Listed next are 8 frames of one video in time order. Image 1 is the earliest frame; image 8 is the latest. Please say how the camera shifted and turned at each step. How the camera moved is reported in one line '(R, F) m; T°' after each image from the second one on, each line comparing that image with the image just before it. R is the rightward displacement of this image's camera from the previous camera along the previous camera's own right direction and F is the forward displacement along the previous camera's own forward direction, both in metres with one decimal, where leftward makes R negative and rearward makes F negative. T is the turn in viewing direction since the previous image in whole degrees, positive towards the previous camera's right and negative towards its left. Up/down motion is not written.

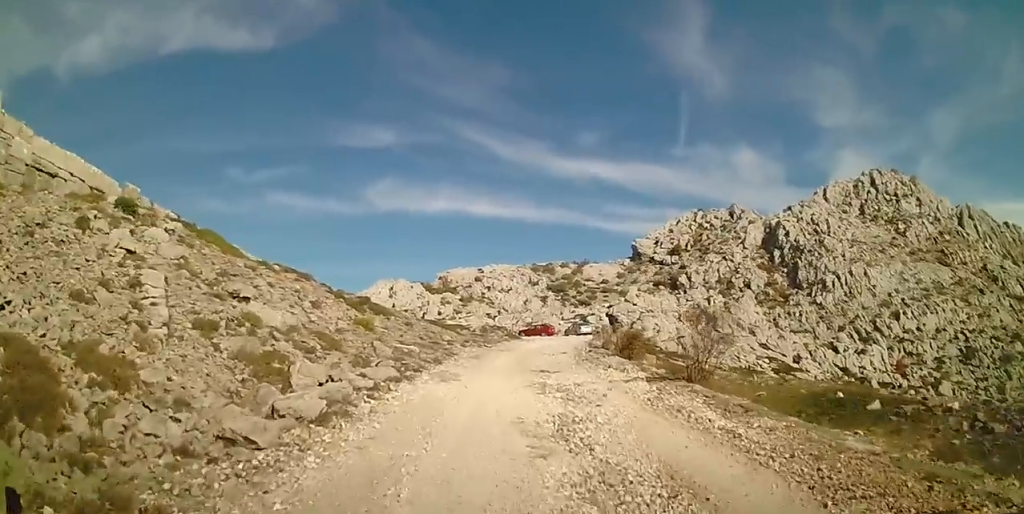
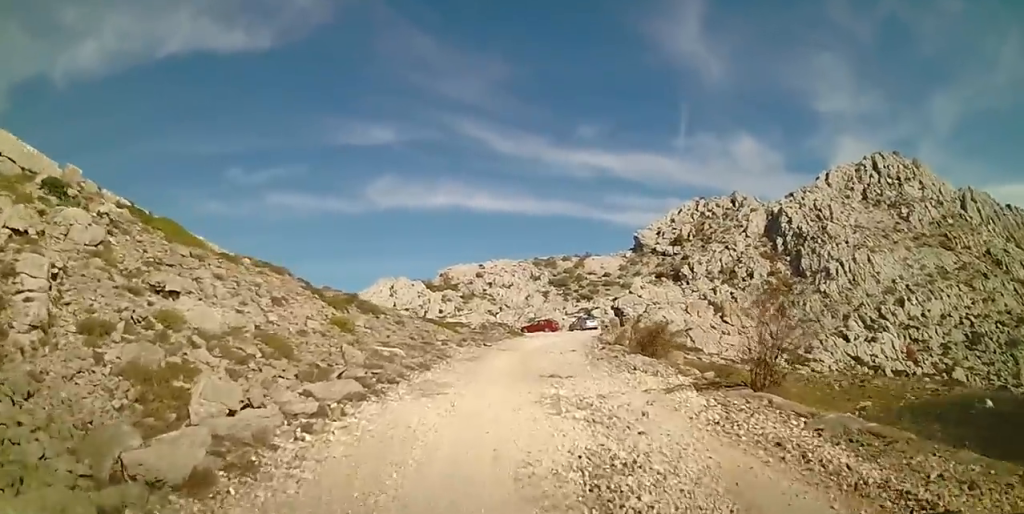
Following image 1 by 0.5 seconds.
(-0.1, +2.7) m; -2°
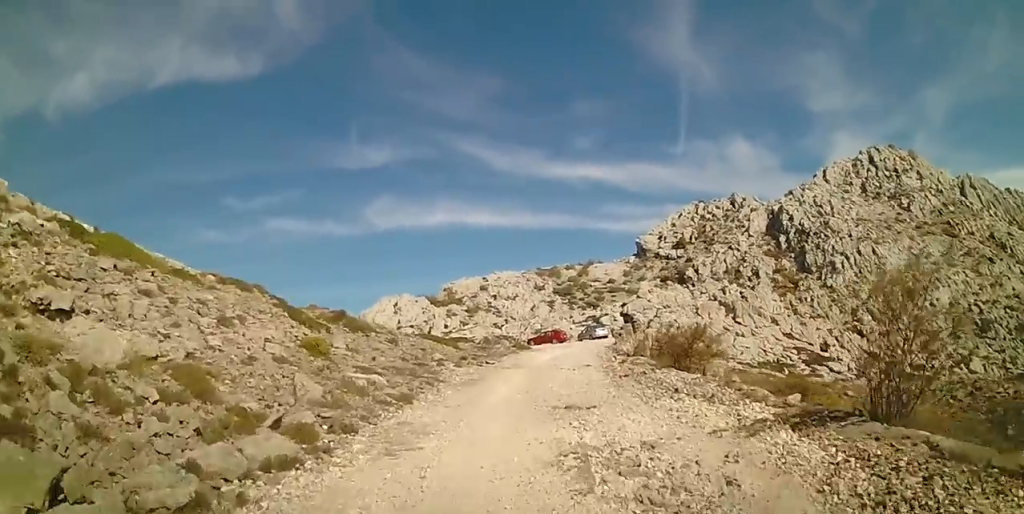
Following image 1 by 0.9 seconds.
(-0.1, +2.7) m; 0°
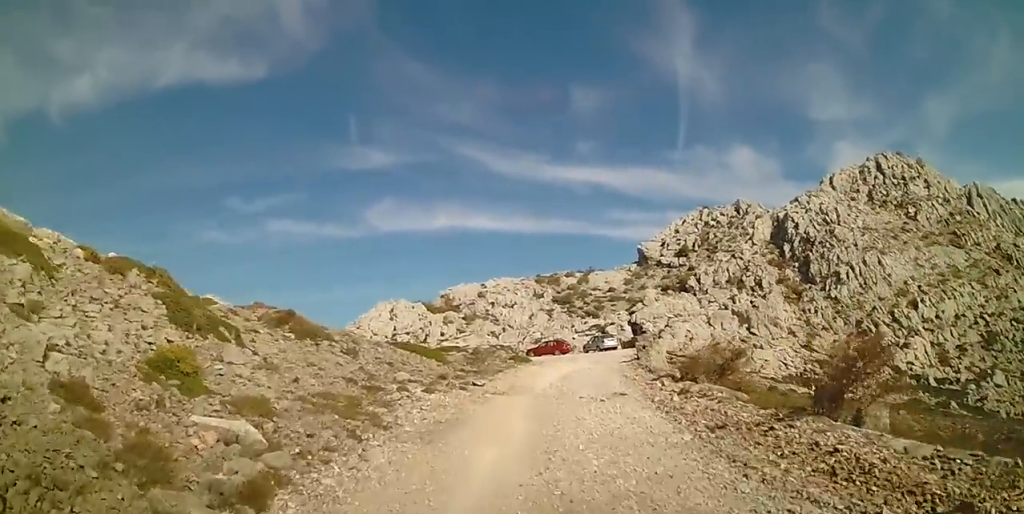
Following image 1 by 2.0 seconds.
(+0.2, +5.9) m; +6°
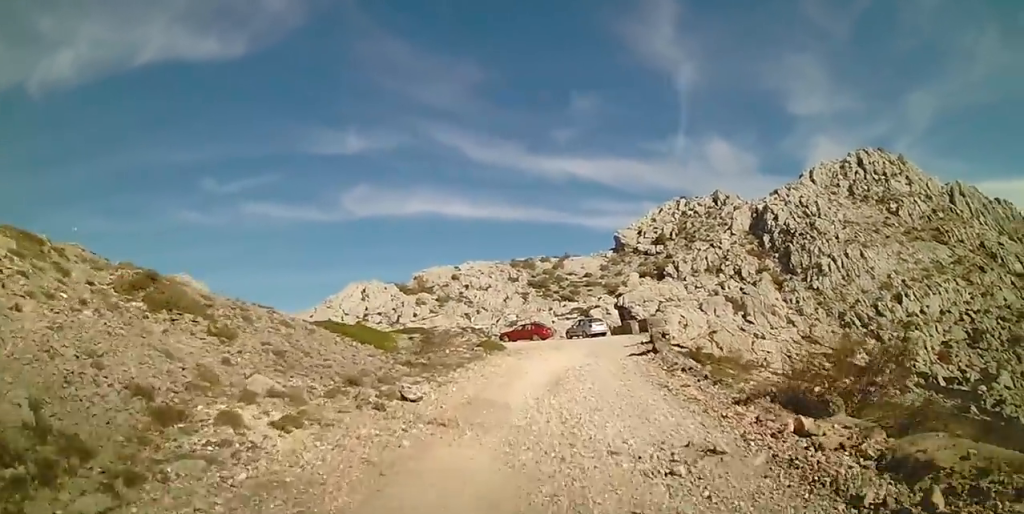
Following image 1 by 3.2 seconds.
(+0.4, +7.0) m; +2°
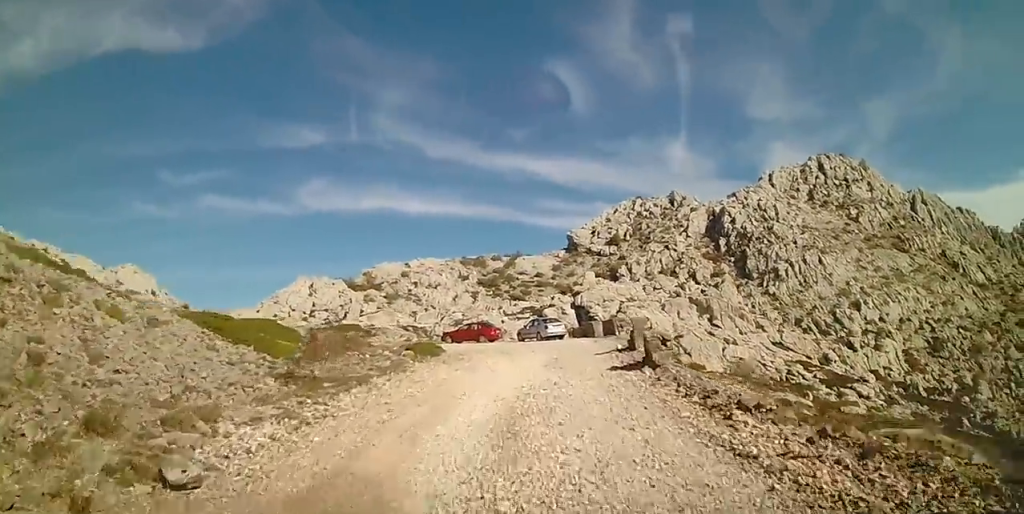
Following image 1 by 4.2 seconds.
(-0.1, +5.5) m; 0°
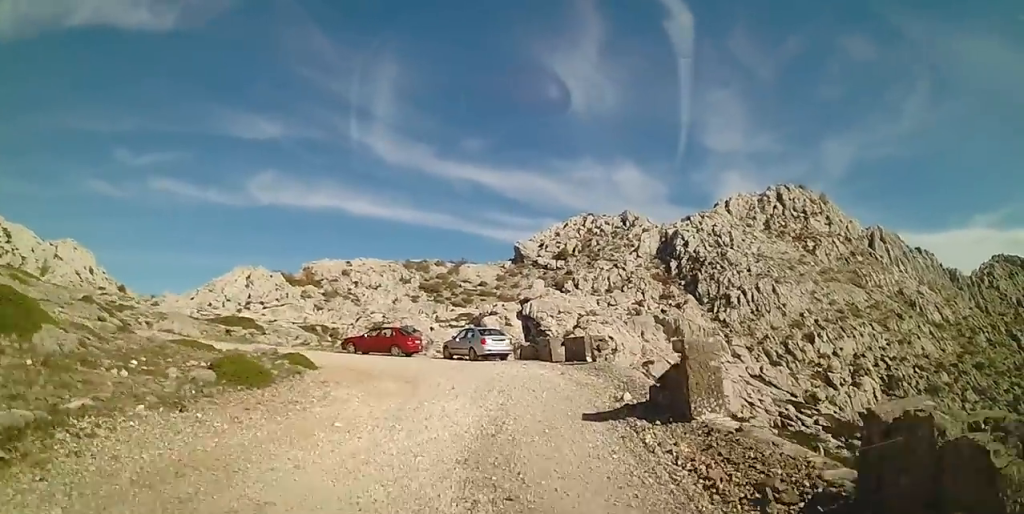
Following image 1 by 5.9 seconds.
(+0.6, +10.2) m; +8°
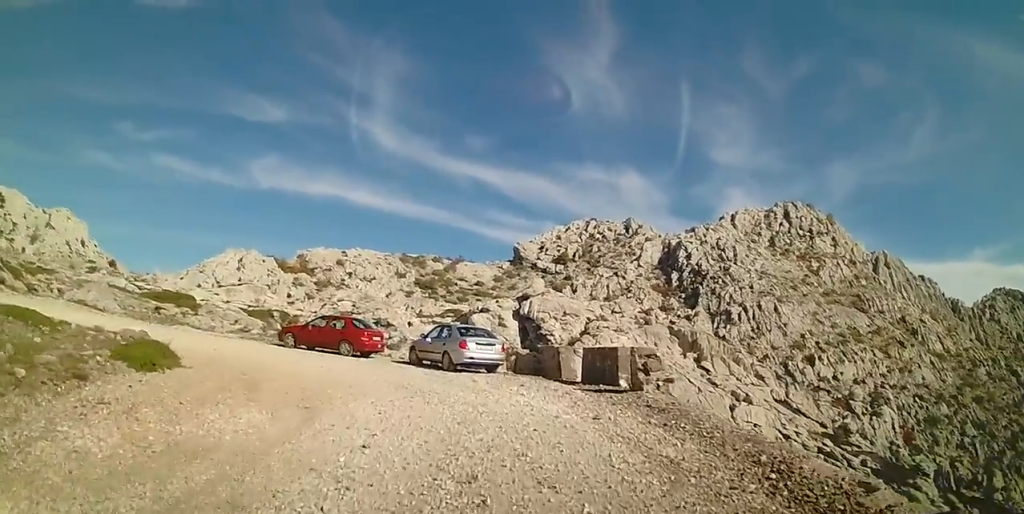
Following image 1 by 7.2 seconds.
(+0.3, +7.1) m; +3°
